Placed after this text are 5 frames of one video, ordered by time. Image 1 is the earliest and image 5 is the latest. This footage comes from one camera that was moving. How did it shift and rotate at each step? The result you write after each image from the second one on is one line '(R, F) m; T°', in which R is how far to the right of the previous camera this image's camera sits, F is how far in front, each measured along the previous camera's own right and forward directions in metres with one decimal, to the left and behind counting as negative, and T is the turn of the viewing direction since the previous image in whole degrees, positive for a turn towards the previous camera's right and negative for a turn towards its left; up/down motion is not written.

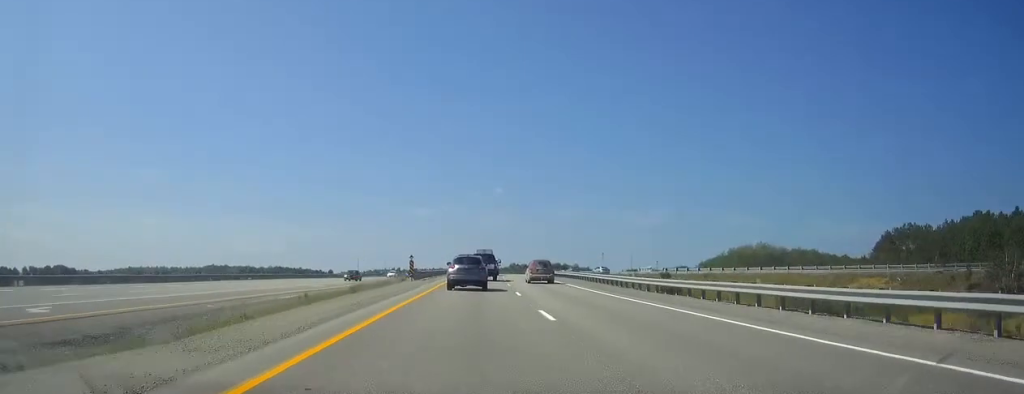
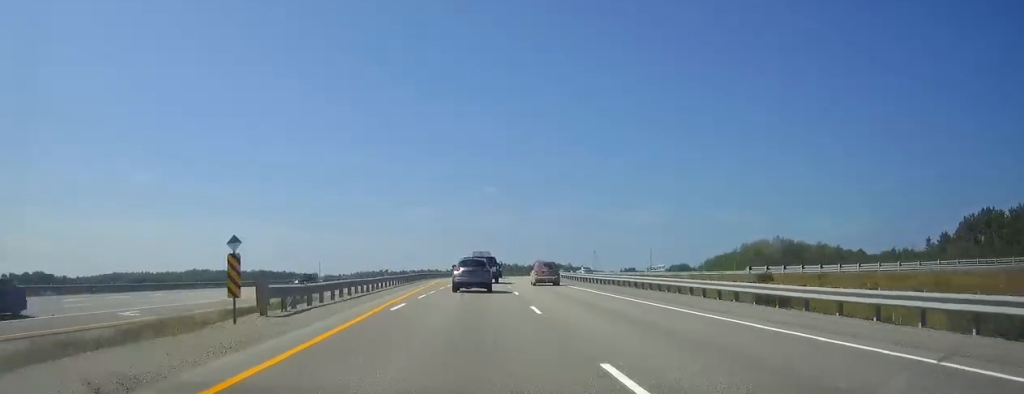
(+0.1, +33.8) m; +1°
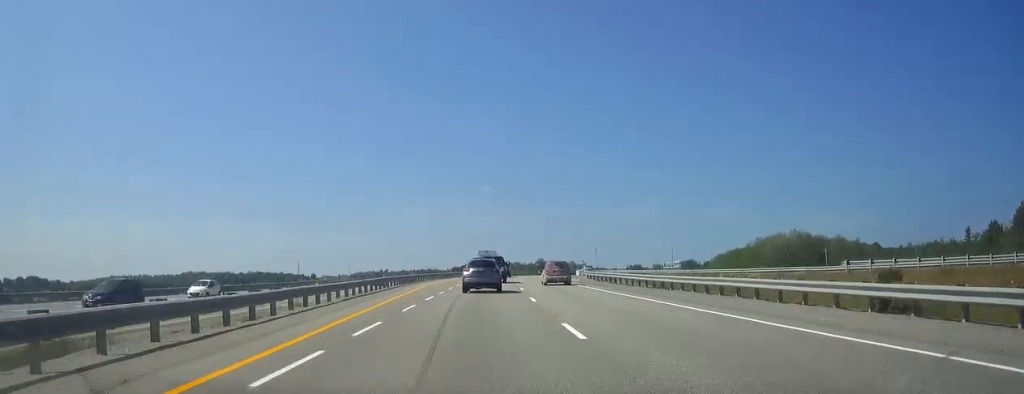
(+0.1, +18.1) m; 0°
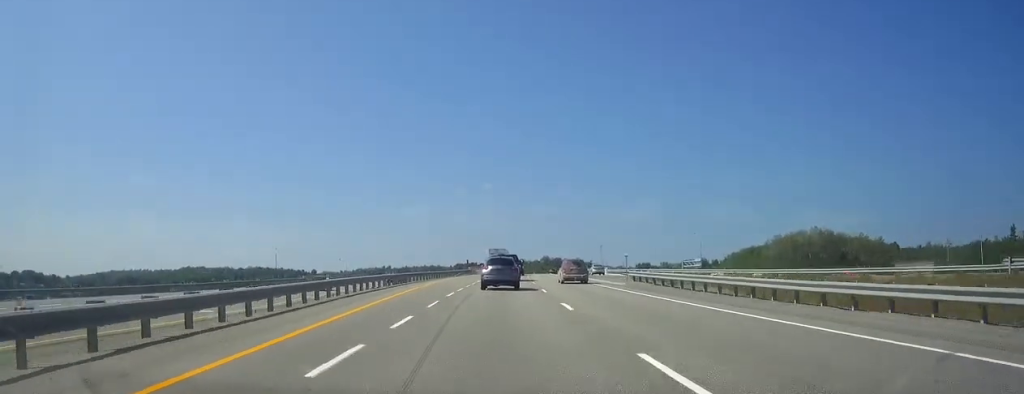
(0.0, +17.2) m; 0°
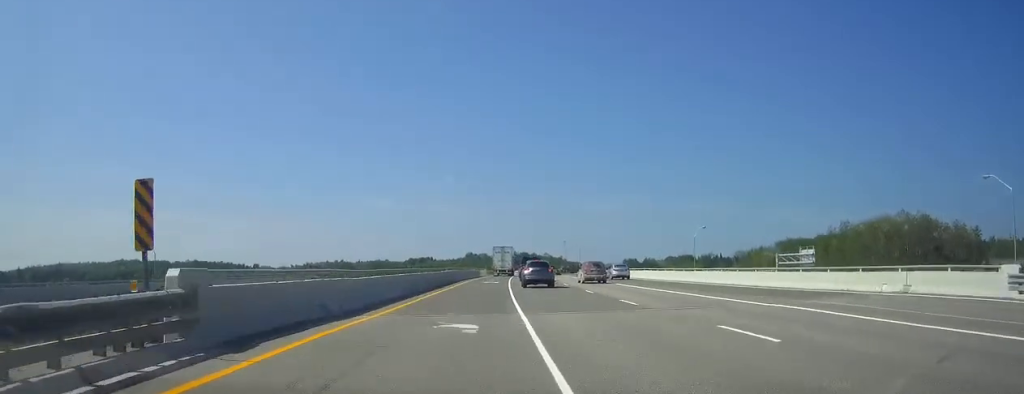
(+1.0, +92.7) m; +2°
